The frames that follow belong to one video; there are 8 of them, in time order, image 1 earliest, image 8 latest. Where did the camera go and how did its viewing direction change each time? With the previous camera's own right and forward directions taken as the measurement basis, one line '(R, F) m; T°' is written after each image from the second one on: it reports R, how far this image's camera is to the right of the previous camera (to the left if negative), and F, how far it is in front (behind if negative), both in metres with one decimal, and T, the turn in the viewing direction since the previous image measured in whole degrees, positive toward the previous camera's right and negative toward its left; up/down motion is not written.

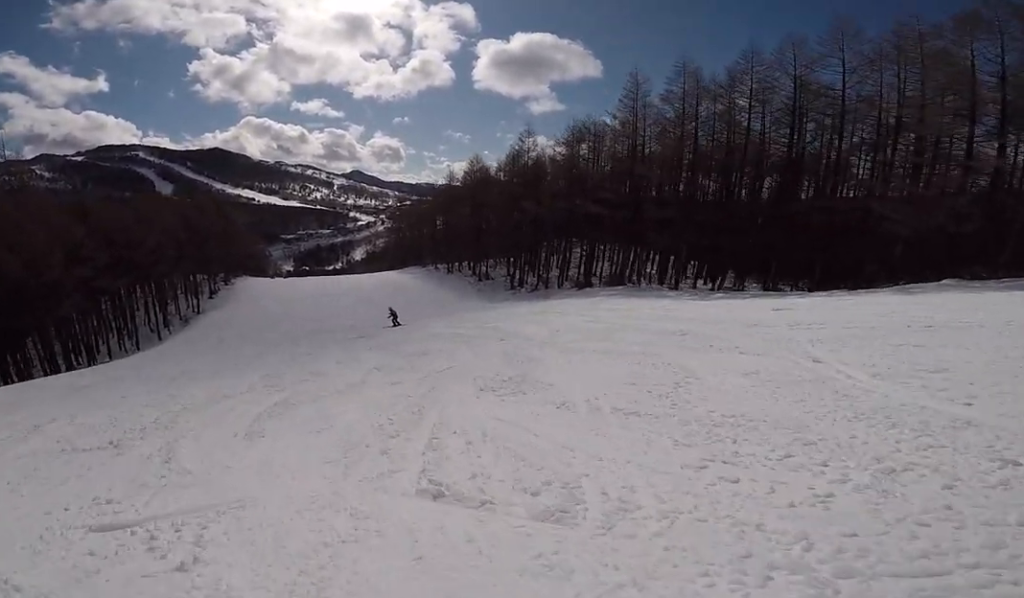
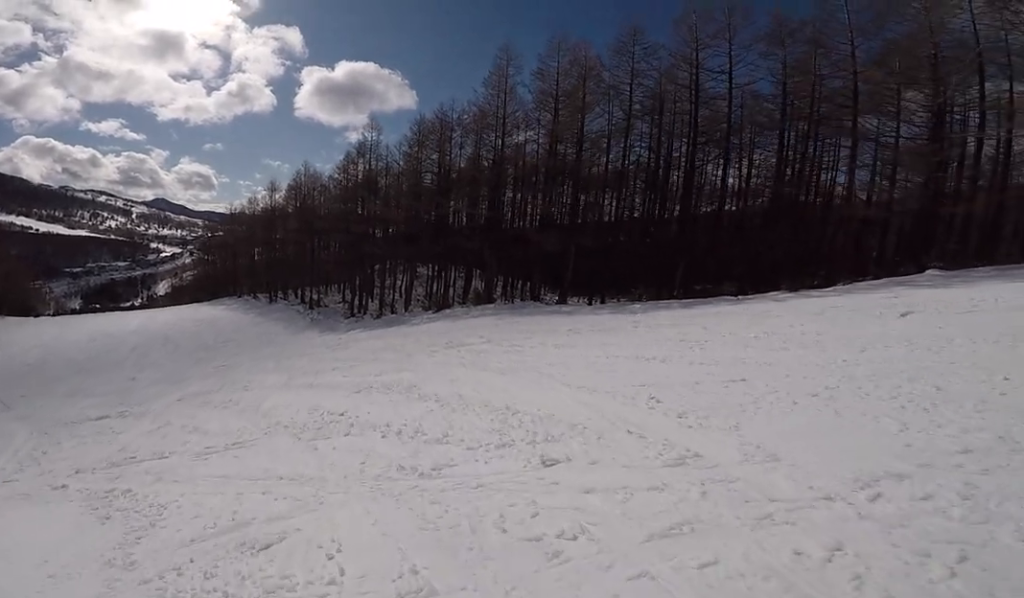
(+2.6, +8.9) m; +18°
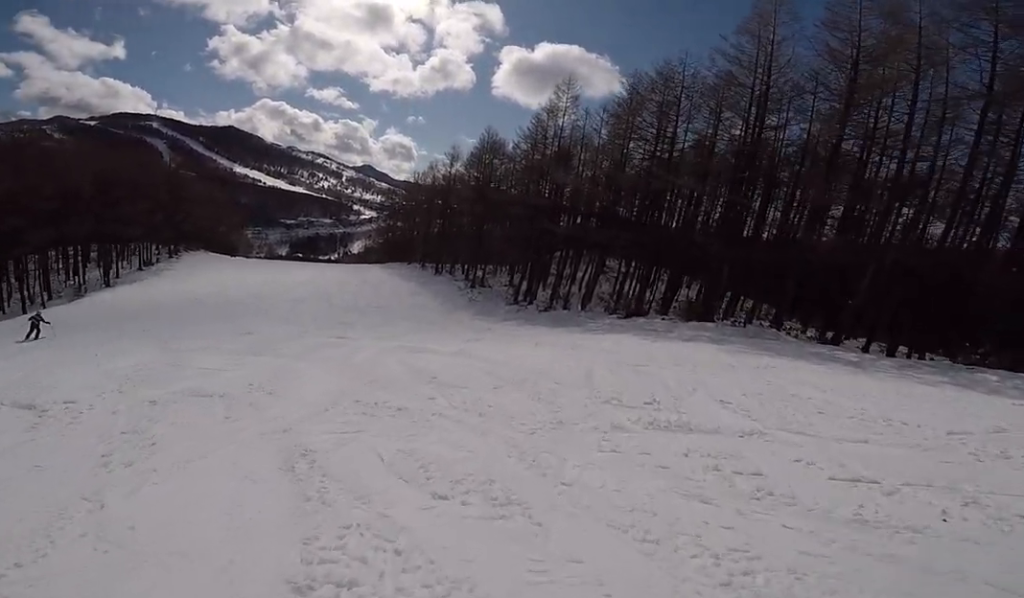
(-0.3, +6.5) m; -15°
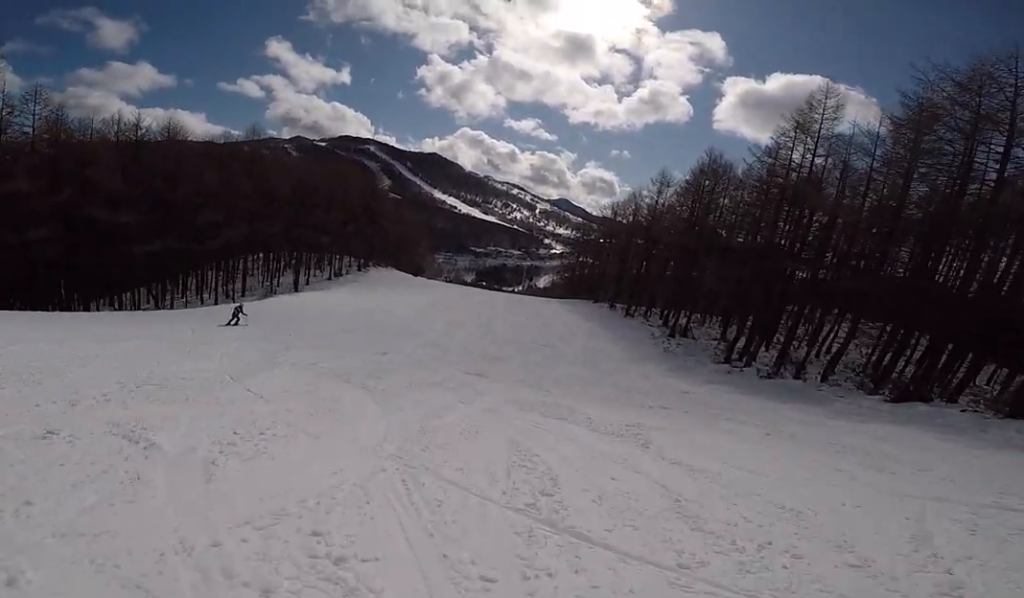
(-0.4, +4.0) m; -18°
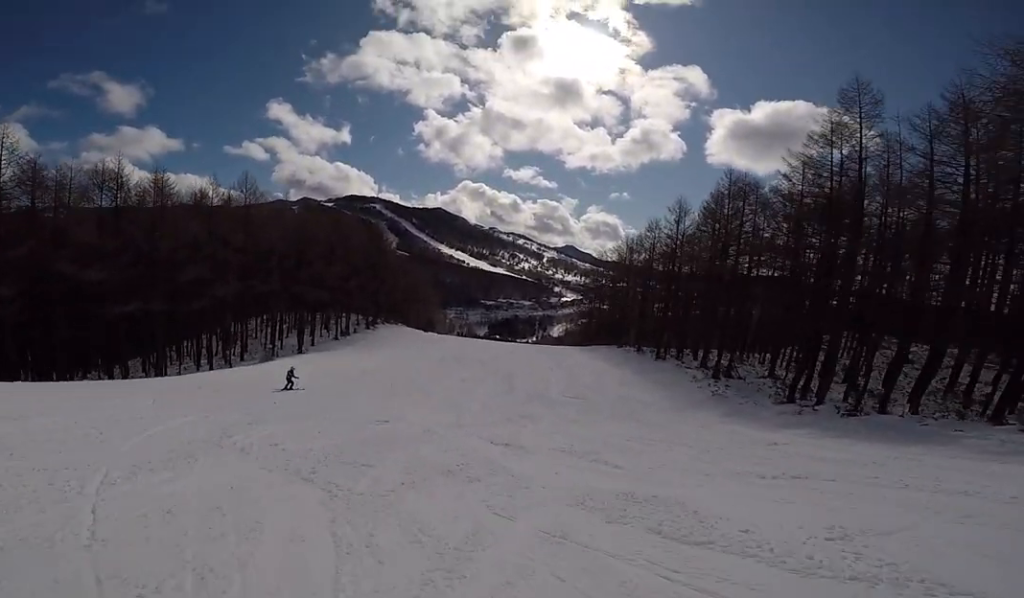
(-1.2, +3.7) m; -16°
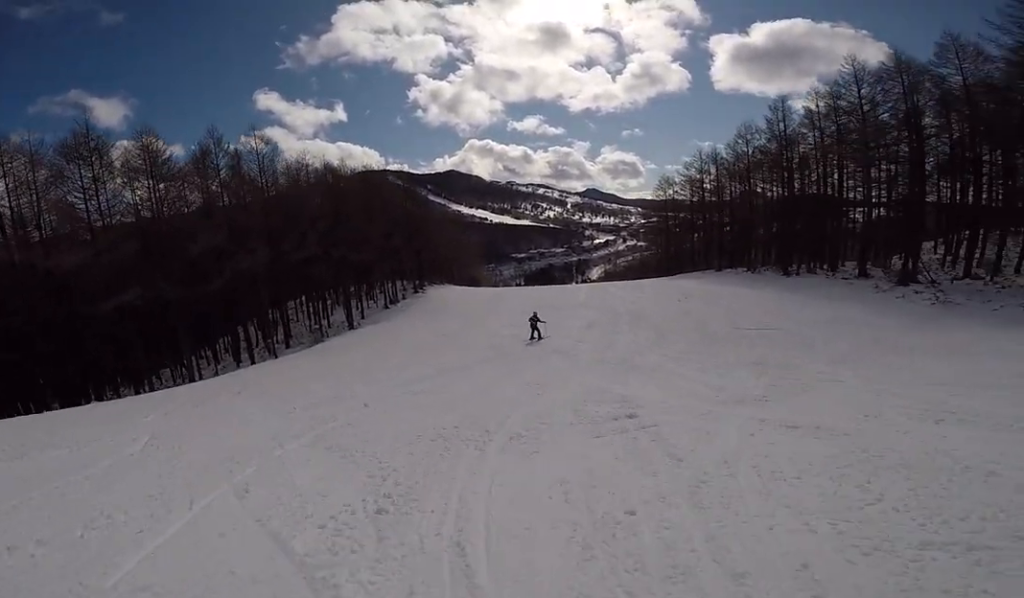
(-0.6, +9.7) m; 0°
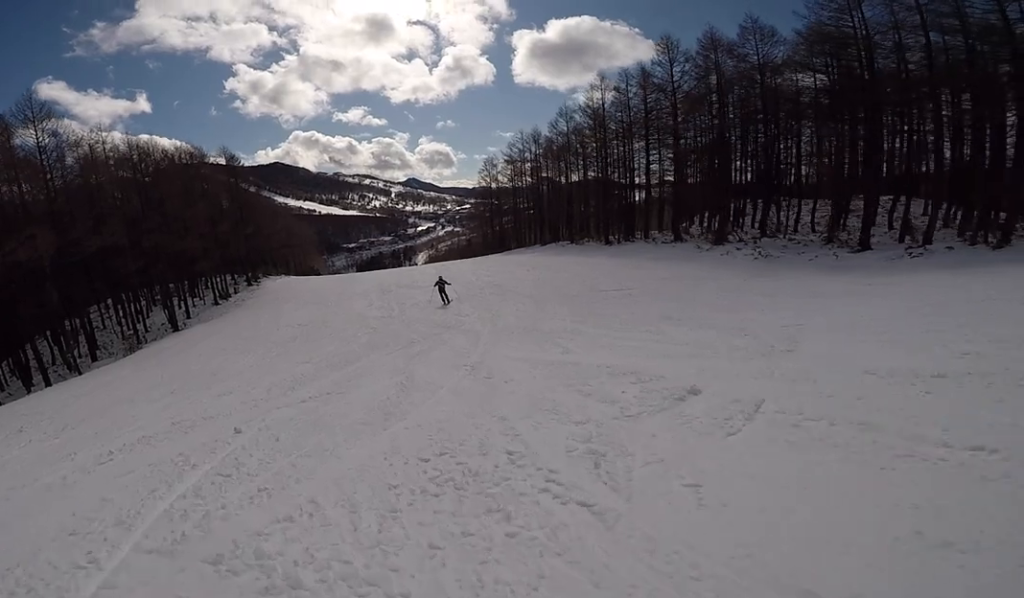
(-0.4, +3.8) m; +9°
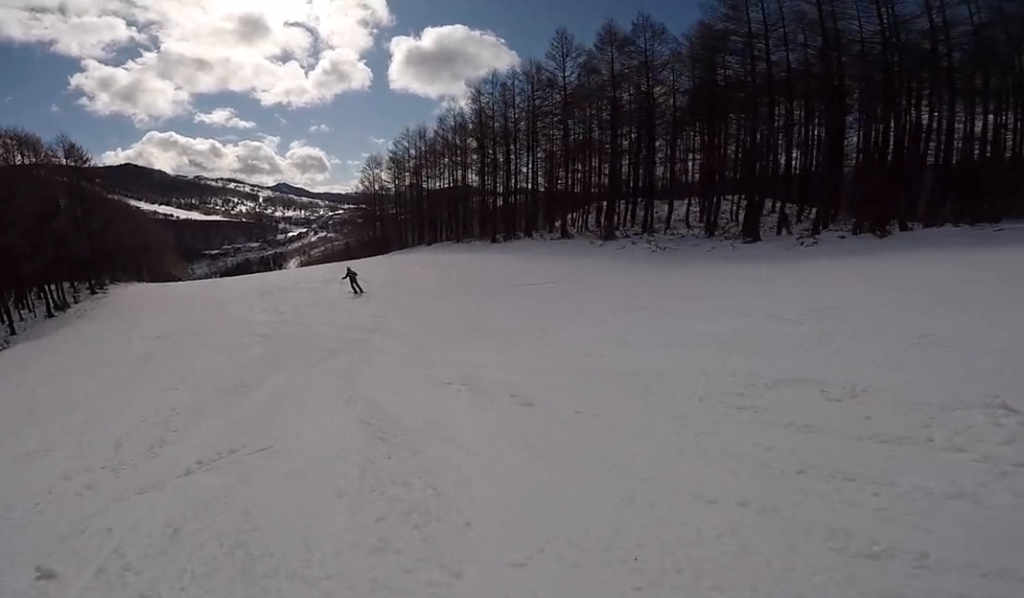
(+1.0, +3.7) m; +18°
